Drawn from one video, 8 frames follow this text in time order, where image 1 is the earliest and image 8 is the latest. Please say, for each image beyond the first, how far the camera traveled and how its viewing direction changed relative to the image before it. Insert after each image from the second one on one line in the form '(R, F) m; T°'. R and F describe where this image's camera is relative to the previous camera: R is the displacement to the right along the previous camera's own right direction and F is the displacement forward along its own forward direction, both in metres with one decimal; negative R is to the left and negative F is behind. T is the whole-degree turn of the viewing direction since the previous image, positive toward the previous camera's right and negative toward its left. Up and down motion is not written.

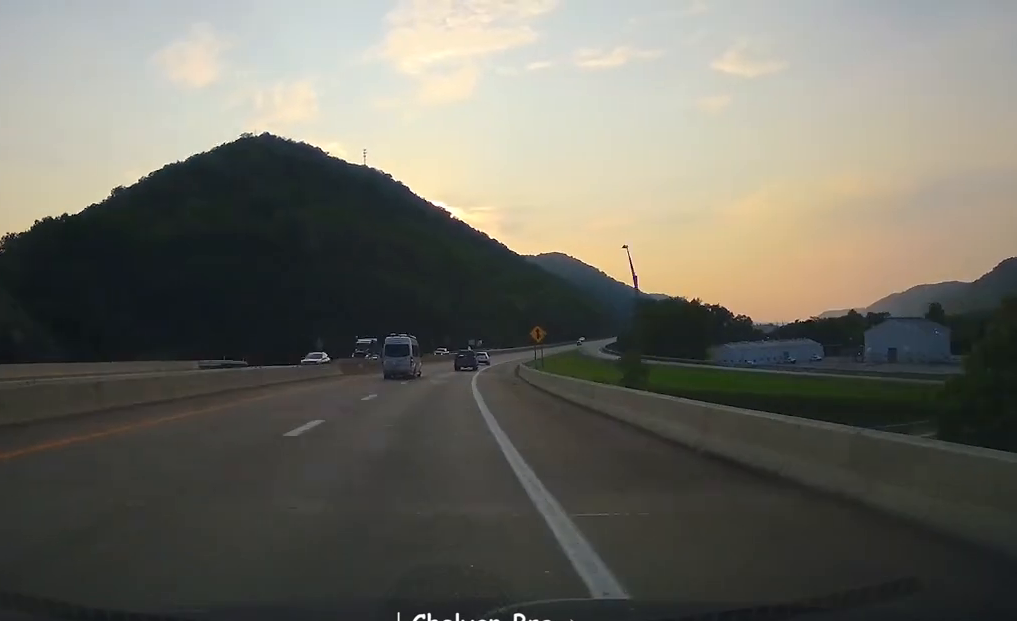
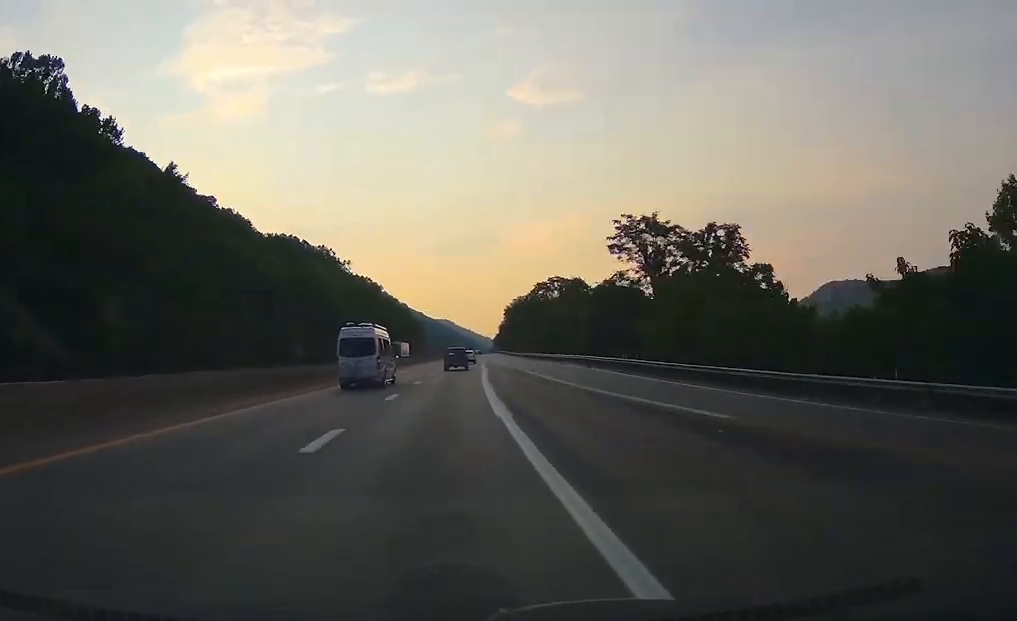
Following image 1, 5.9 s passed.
(+19.4, +144.0) m; +9°
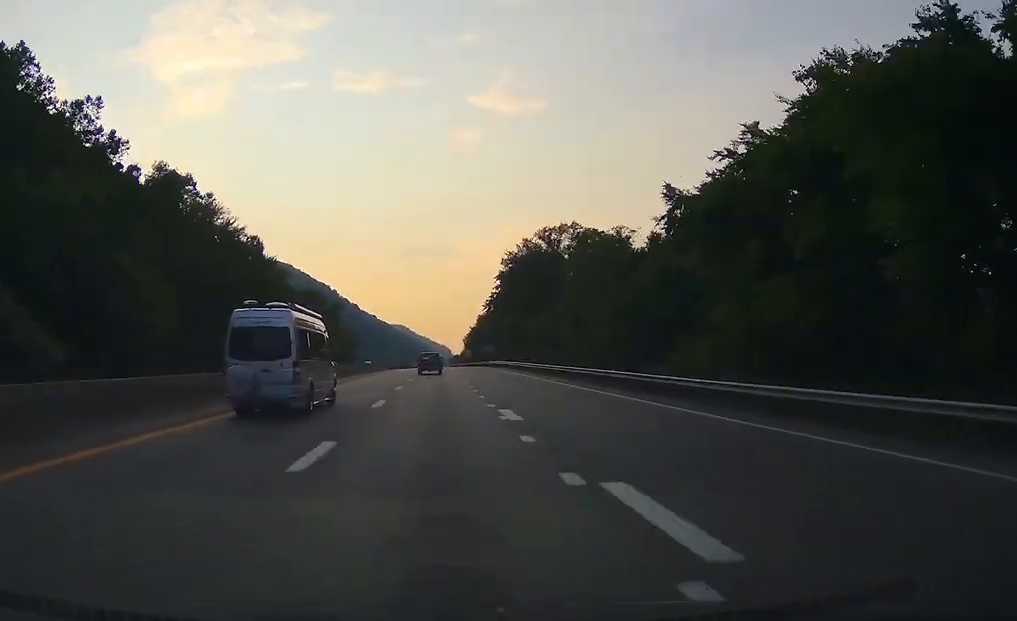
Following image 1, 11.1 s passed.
(+2.2, +152.4) m; 0°
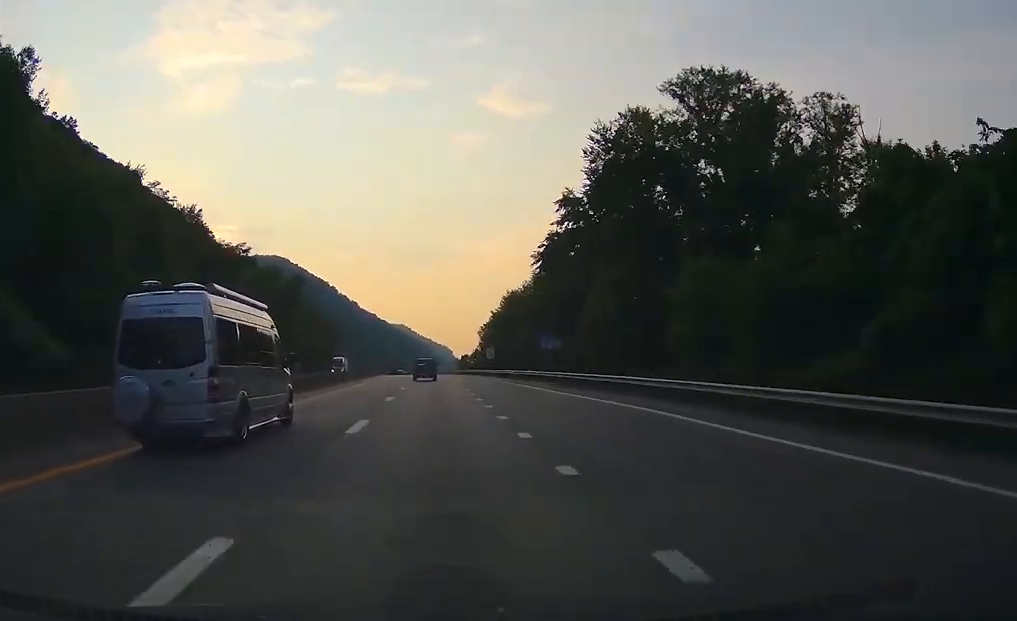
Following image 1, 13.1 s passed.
(-0.8, +63.9) m; -1°
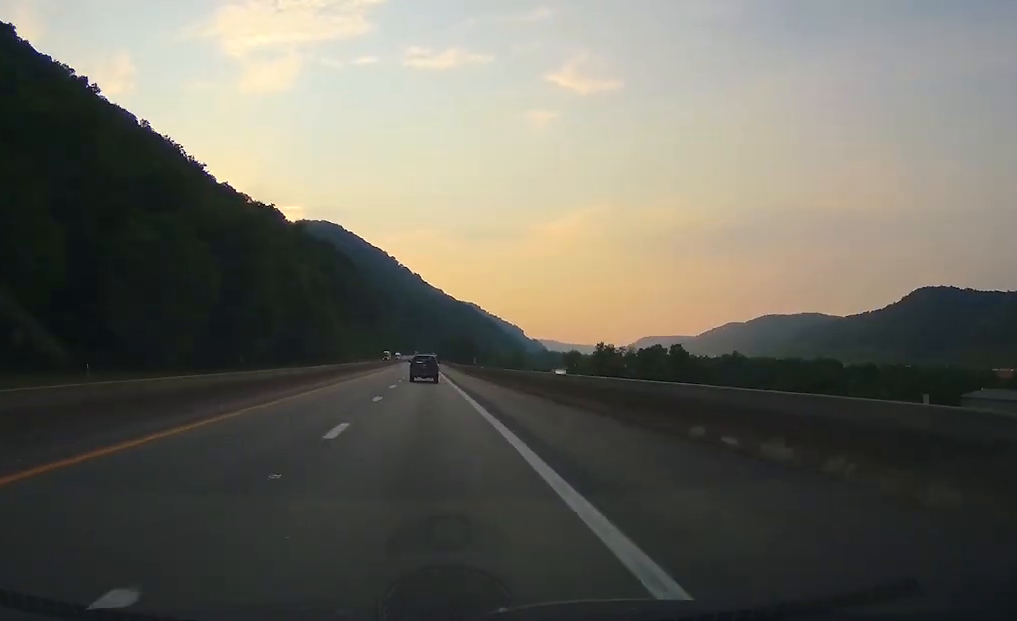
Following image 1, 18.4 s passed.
(-5.7, +175.4) m; -4°
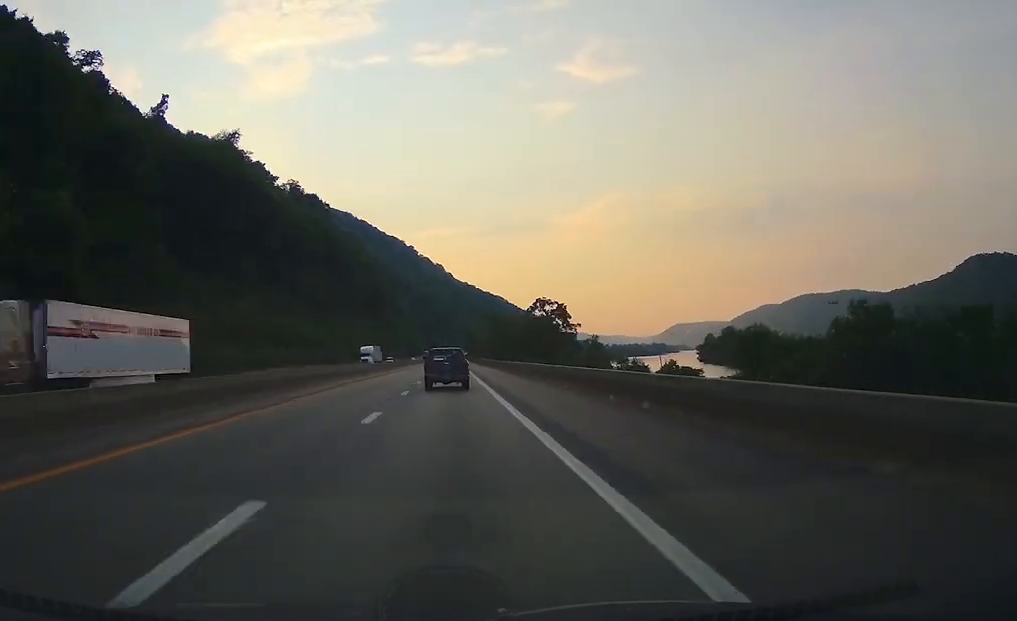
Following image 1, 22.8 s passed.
(-3.2, +150.2) m; -1°
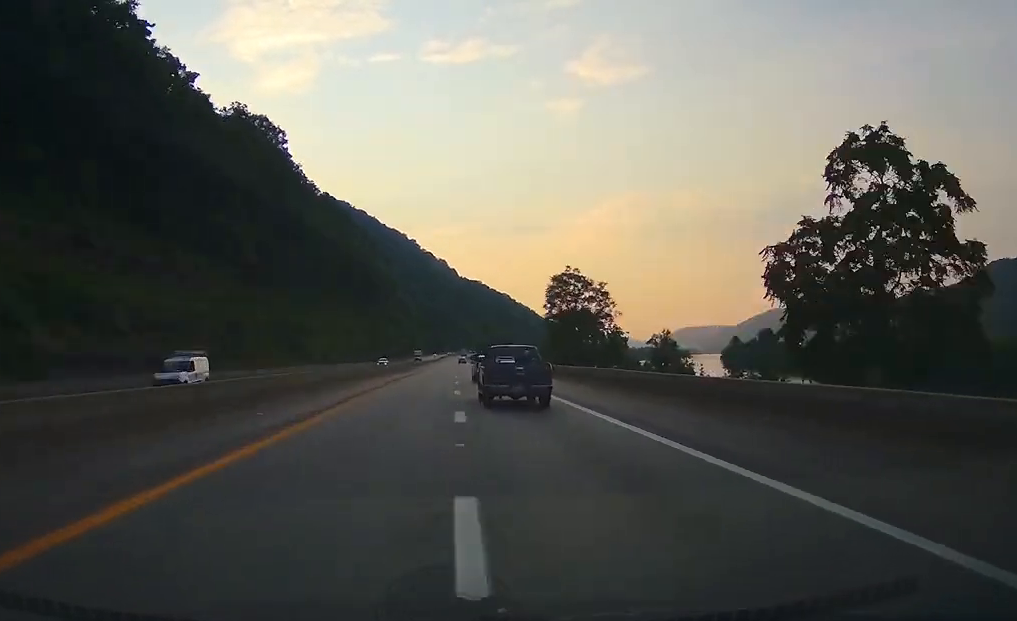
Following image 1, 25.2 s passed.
(-0.1, +82.8) m; 0°
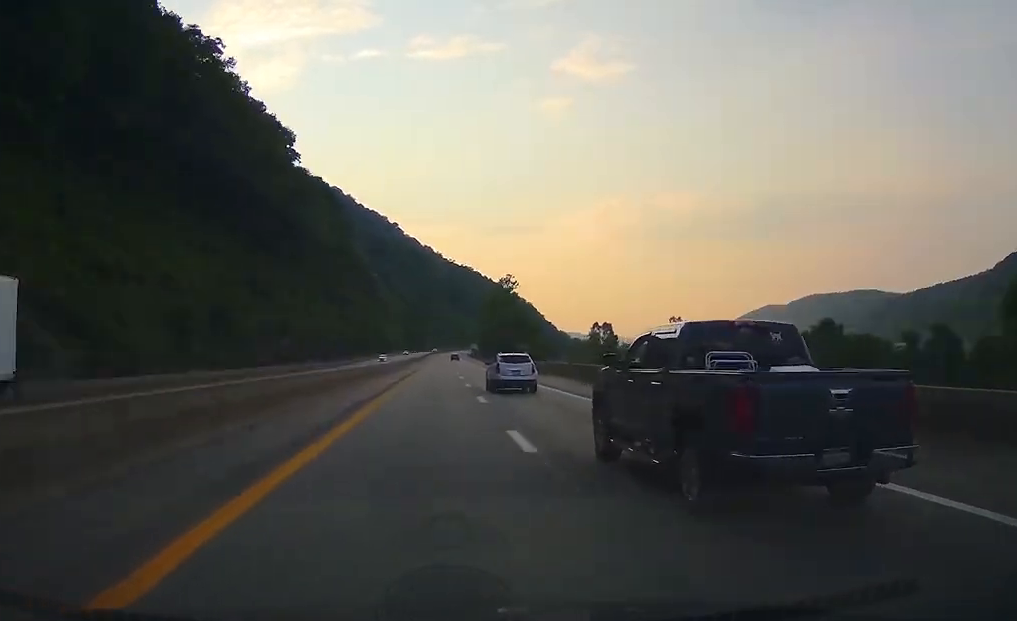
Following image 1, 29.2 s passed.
(+0.6, +138.6) m; +1°
